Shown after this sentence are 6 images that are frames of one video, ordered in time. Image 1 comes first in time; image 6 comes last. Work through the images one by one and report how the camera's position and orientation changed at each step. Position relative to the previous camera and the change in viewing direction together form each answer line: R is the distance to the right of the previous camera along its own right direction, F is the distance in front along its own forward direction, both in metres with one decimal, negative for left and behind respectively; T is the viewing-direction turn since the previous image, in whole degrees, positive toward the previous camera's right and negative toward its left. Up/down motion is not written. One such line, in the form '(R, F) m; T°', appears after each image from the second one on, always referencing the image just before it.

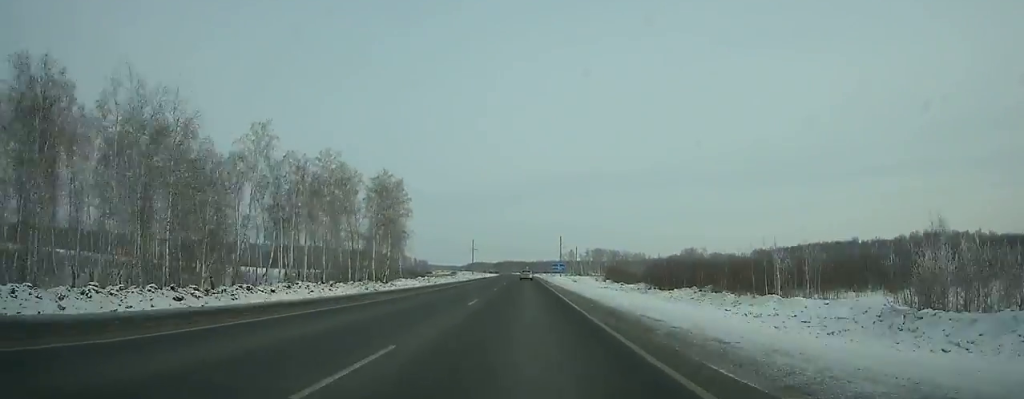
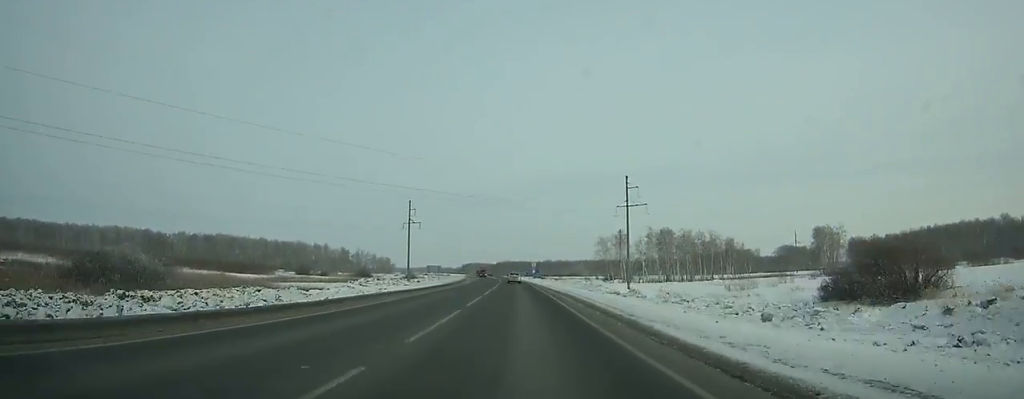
(-1.2, +176.9) m; -1°
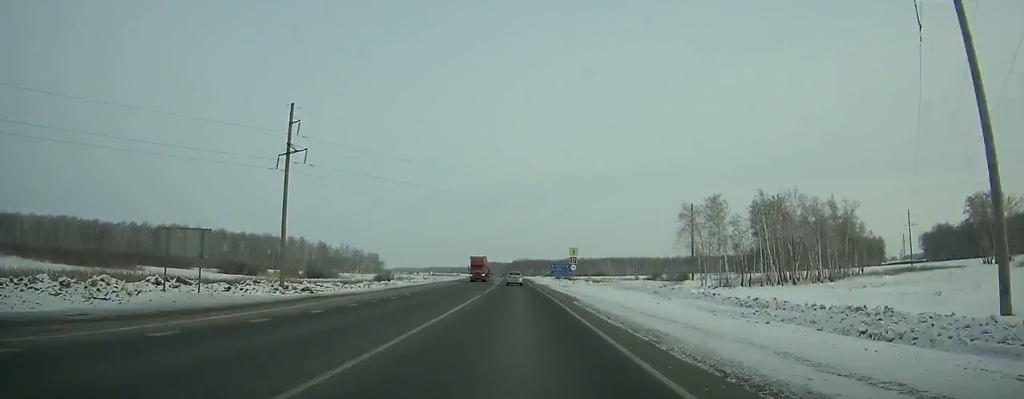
(-0.9, +75.4) m; -1°
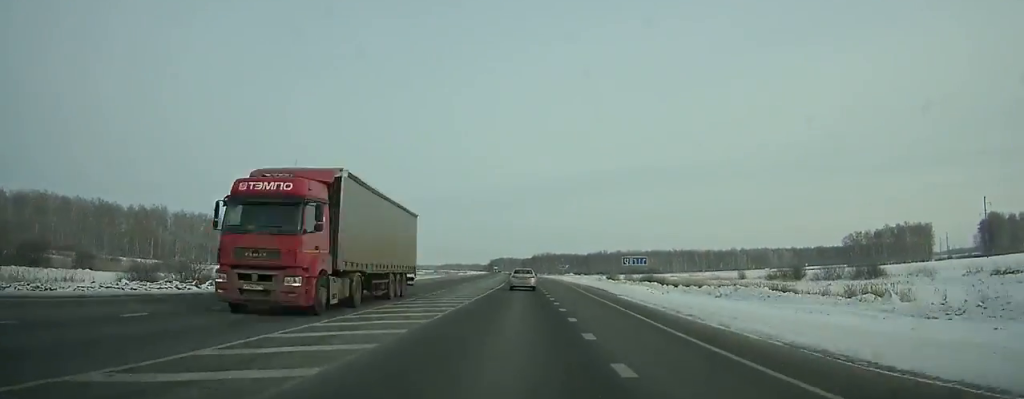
(-2.3, +117.9) m; -2°
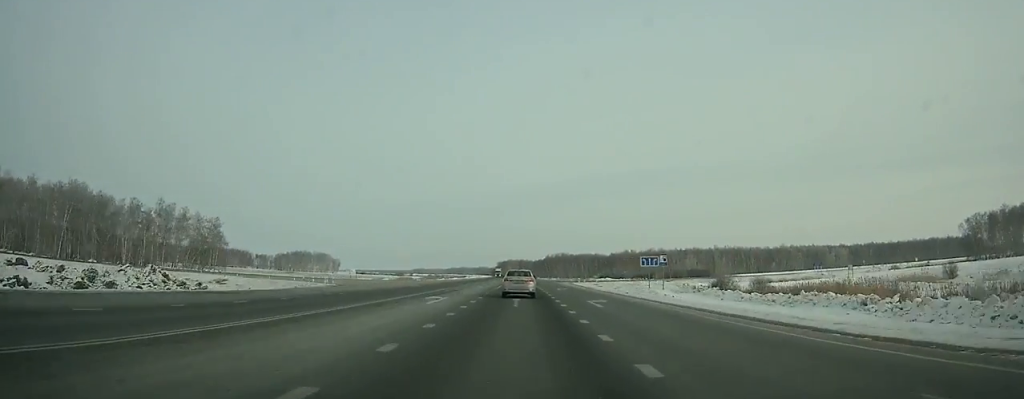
(-1.0, +89.1) m; -1°
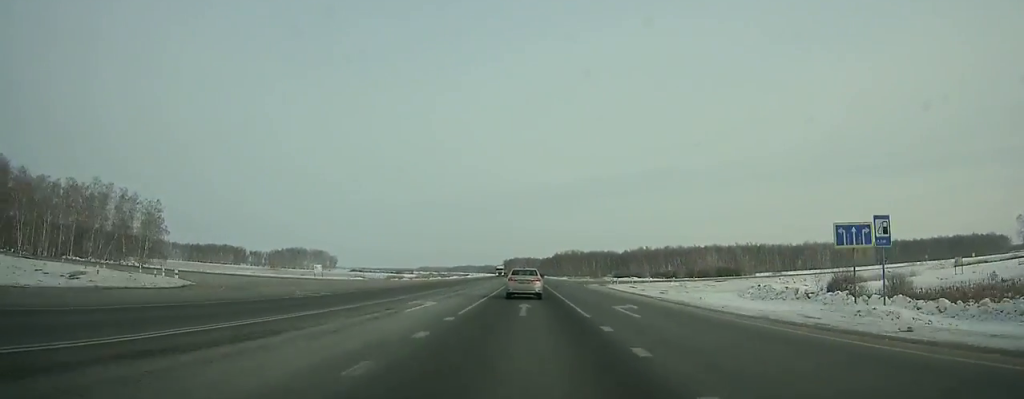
(-0.1, +29.9) m; 0°
